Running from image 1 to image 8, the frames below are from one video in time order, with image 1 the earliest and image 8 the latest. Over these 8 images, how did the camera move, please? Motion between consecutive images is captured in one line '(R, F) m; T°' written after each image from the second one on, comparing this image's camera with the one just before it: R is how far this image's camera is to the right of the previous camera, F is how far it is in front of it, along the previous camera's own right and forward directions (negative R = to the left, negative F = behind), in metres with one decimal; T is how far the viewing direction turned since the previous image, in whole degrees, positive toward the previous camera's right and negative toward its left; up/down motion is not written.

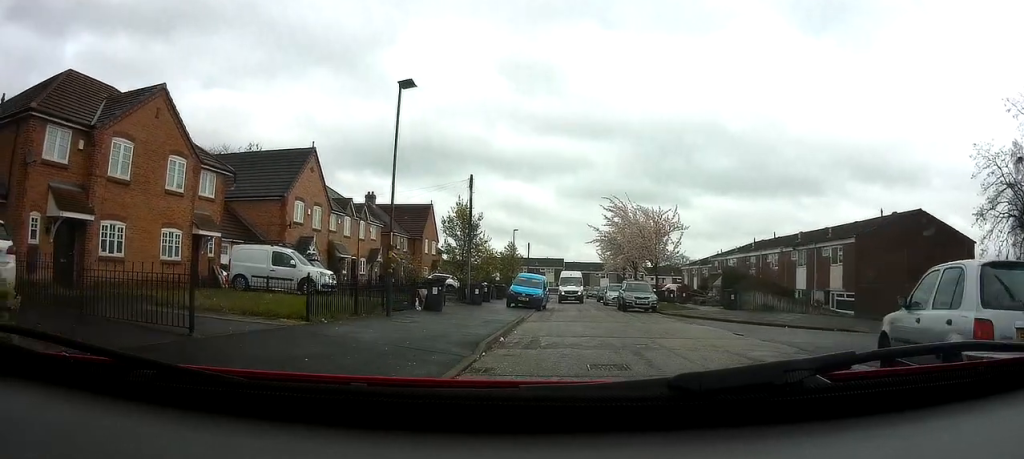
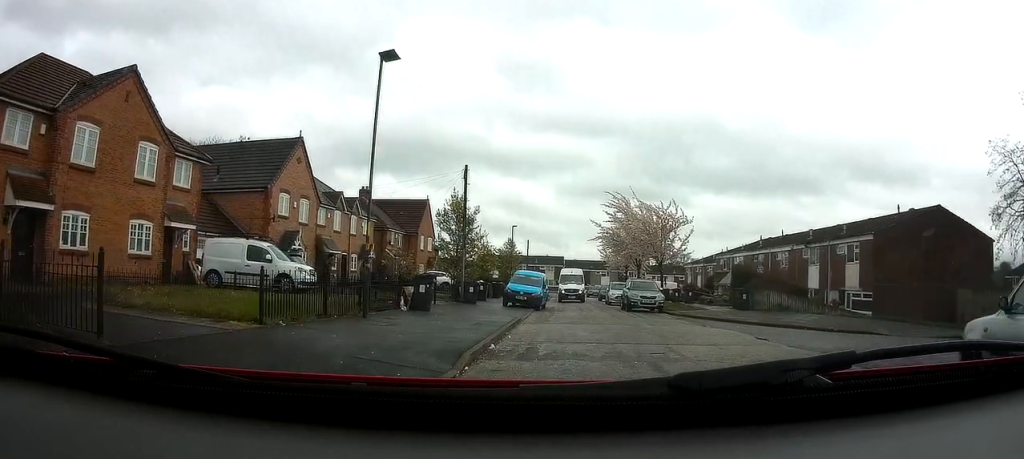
(+0.1, +1.9) m; -2°
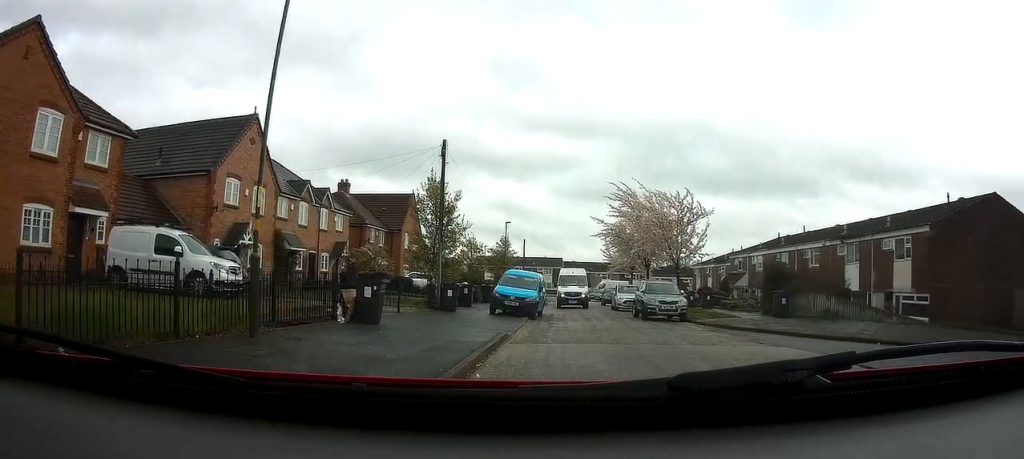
(-0.5, +5.1) m; -2°
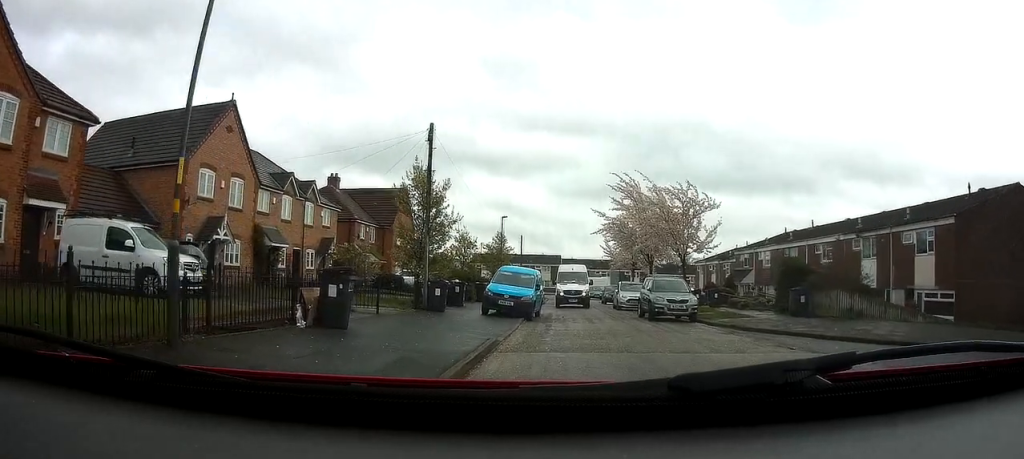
(+0.2, +1.9) m; +3°
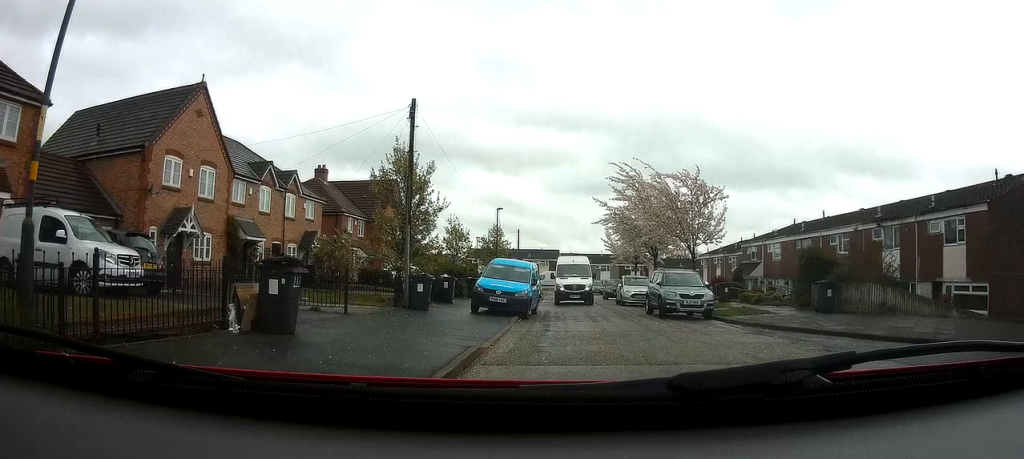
(+0.1, +2.3) m; +3°
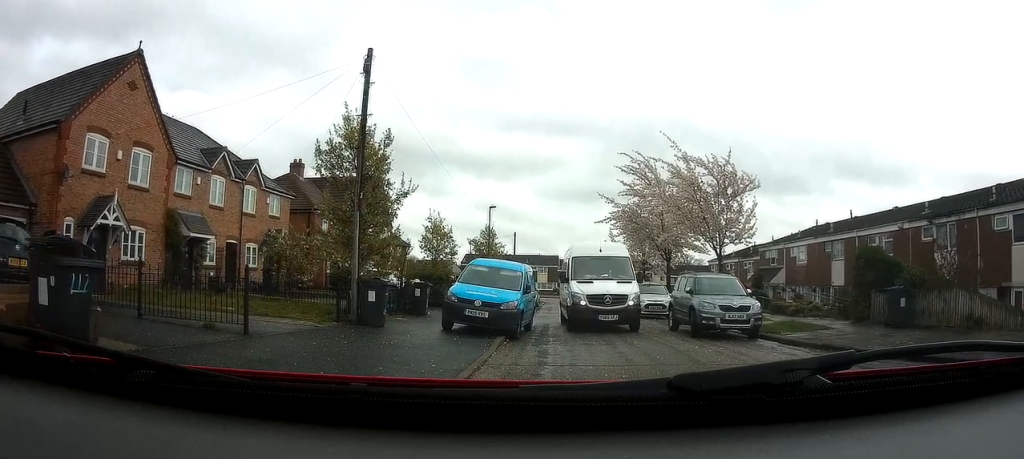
(0.0, +4.6) m; 0°
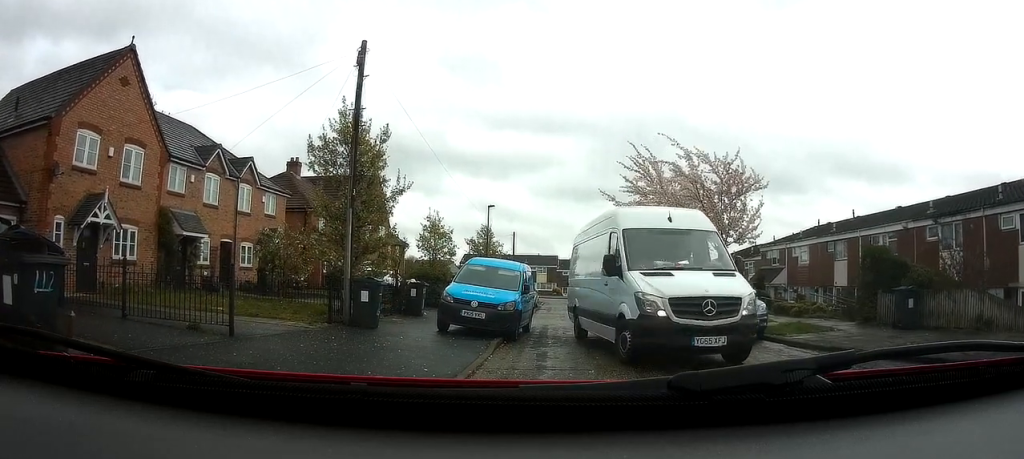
(0.0, +0.9) m; 0°
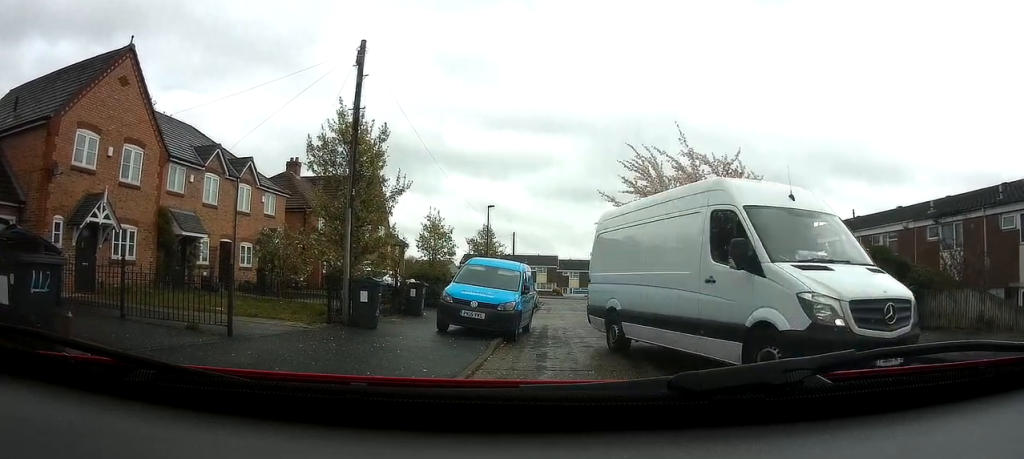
(0.0, +0.3) m; 0°
